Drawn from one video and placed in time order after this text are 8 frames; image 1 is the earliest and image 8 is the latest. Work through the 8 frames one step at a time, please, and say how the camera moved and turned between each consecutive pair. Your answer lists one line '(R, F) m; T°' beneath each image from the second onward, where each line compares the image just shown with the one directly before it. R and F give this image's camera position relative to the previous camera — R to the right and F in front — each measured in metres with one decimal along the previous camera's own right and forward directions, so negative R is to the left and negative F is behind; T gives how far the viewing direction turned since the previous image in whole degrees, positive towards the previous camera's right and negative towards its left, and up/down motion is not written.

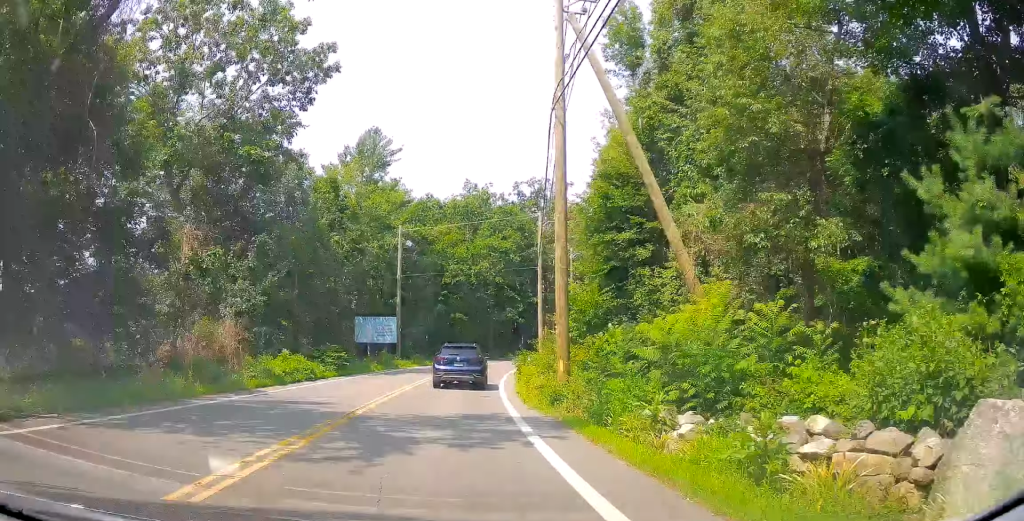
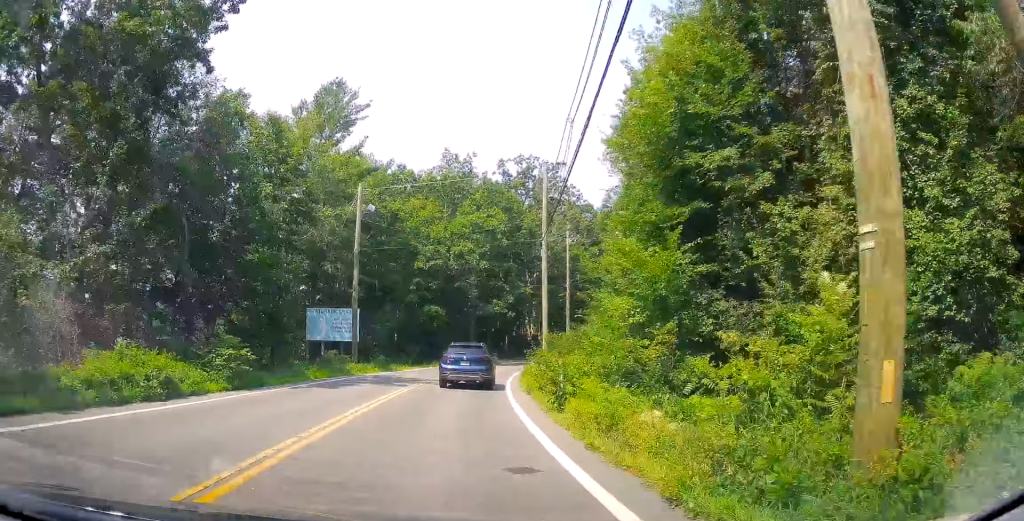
(+0.4, +11.5) m; +5°
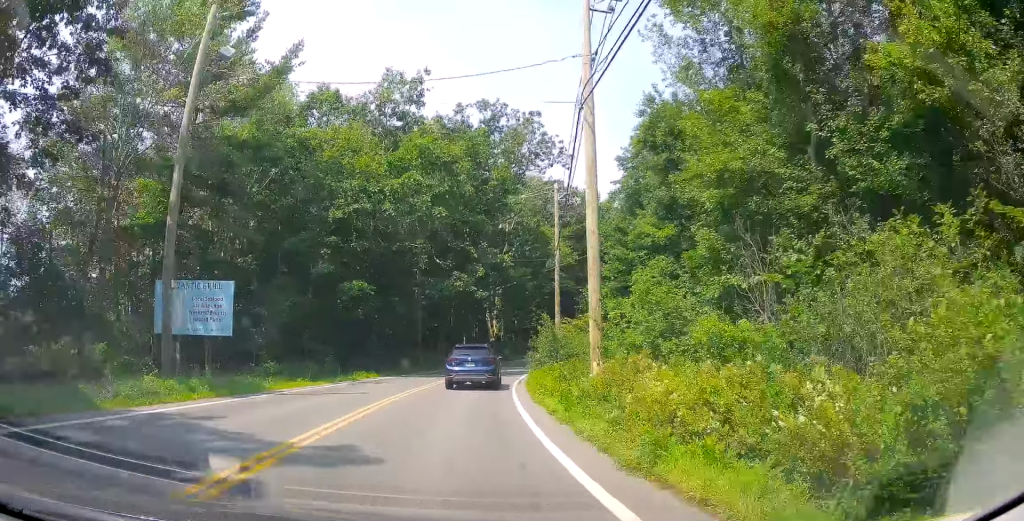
(+1.1, +18.8) m; +4°
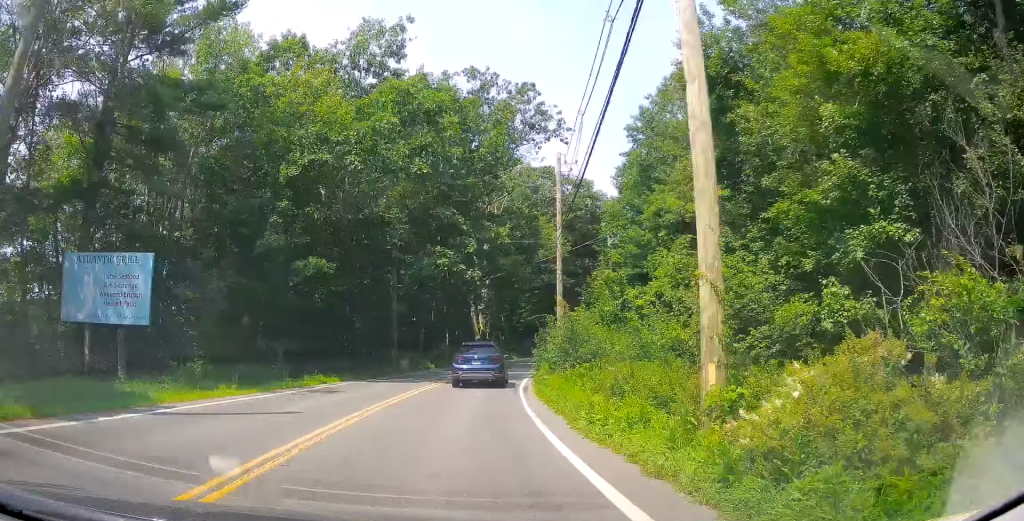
(-0.1, +6.7) m; +1°
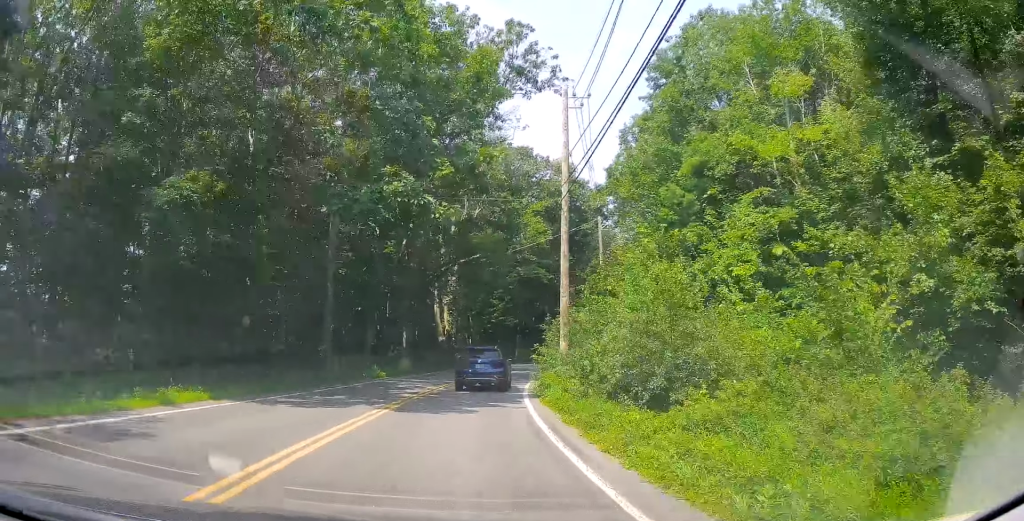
(+0.3, +10.4) m; +4°
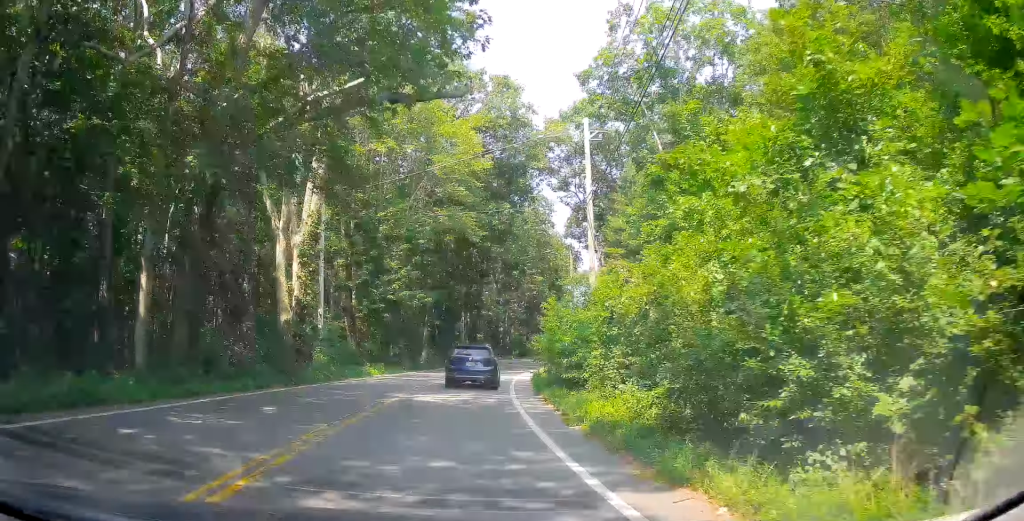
(+1.8, +24.3) m; +6°
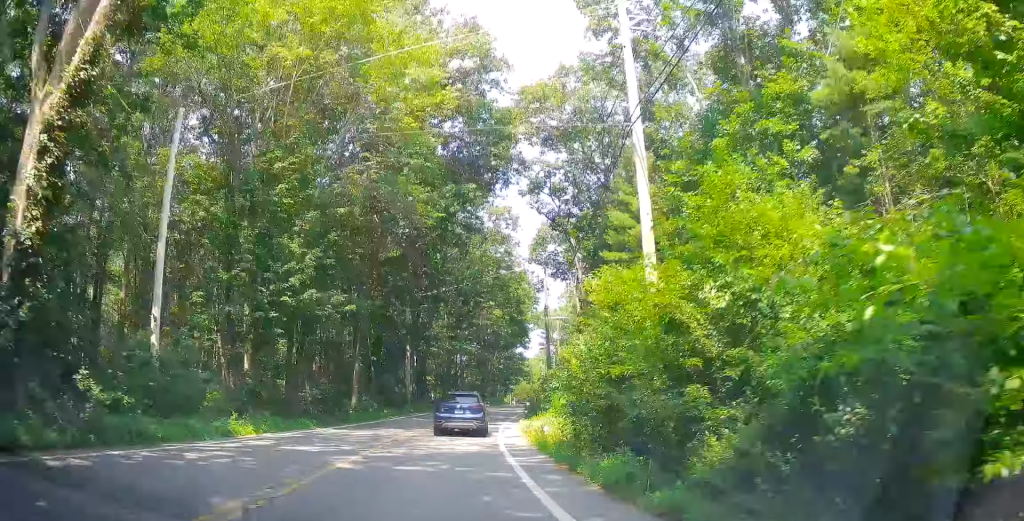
(0.0, +14.9) m; +2°
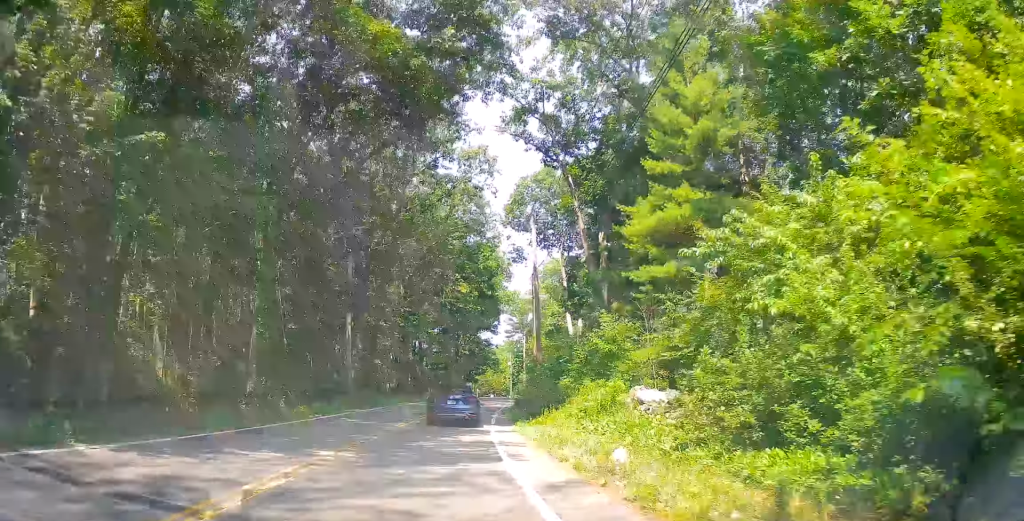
(+0.4, +14.5) m; +6°
